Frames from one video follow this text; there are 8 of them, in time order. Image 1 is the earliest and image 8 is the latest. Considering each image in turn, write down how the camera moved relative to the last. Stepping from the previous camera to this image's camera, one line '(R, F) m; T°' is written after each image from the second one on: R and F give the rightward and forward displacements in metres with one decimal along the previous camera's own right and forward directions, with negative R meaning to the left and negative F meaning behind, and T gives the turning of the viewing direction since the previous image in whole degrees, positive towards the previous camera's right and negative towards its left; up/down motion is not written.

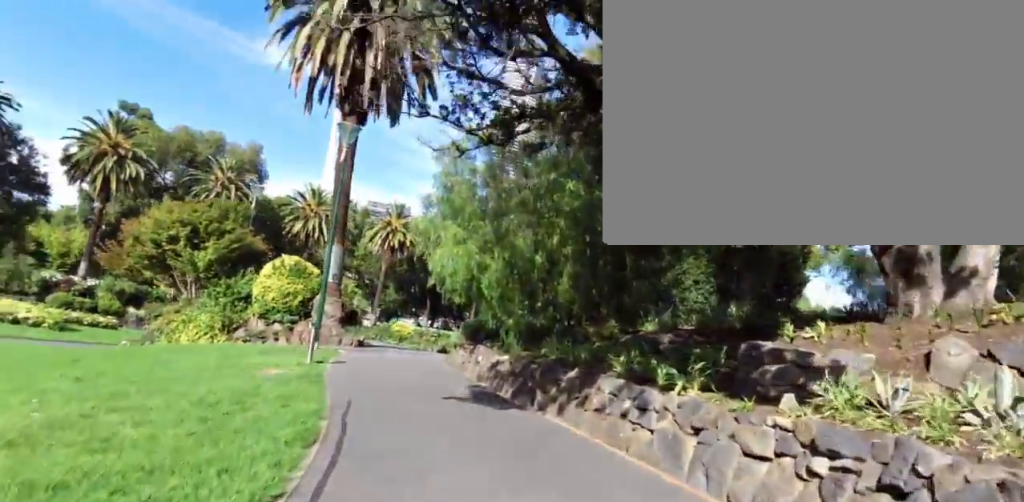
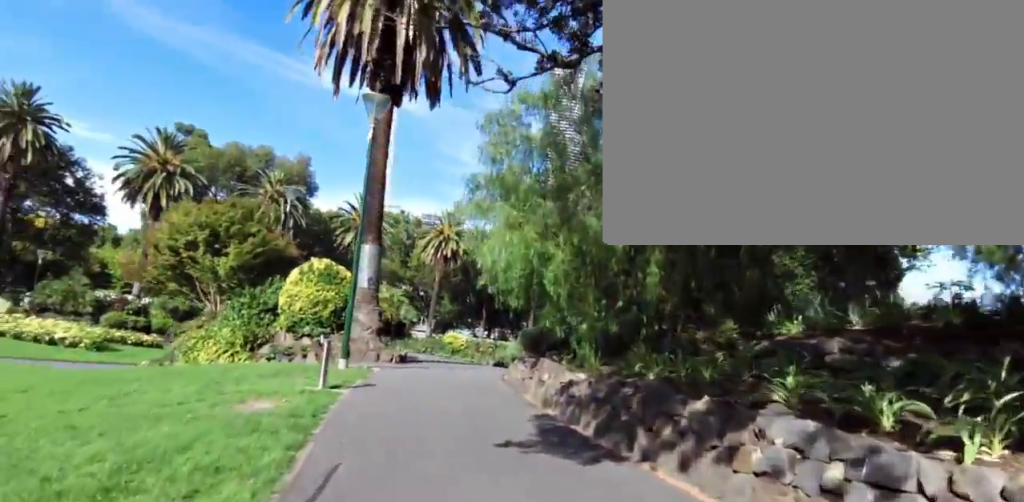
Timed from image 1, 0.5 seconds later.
(-0.2, +3.7) m; -6°
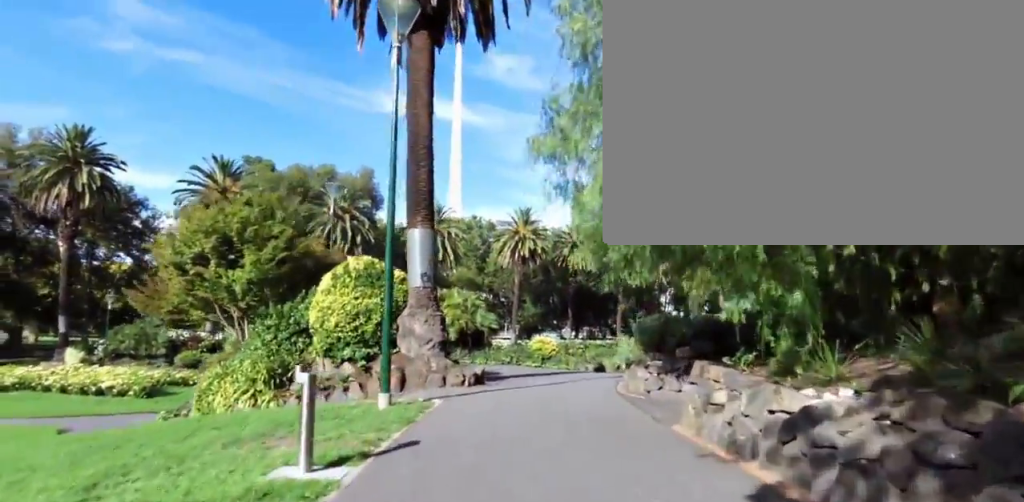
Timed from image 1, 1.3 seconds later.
(-0.4, +5.0) m; -4°
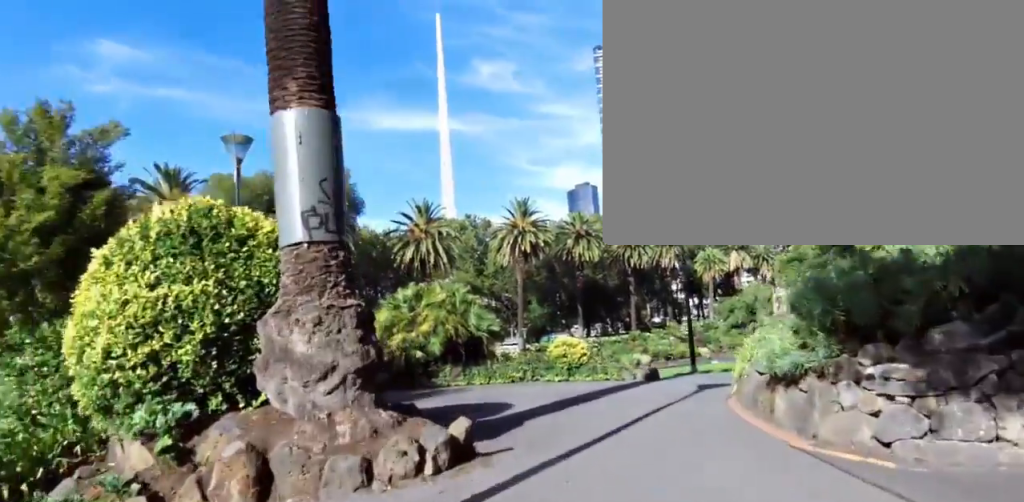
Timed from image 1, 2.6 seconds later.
(0.0, +7.1) m; +3°
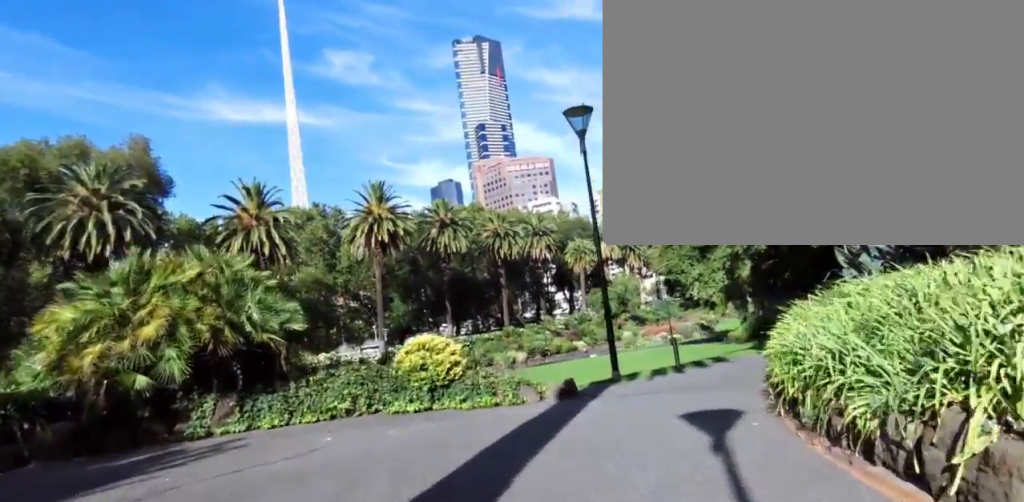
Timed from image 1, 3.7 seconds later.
(+0.8, +6.6) m; +19°
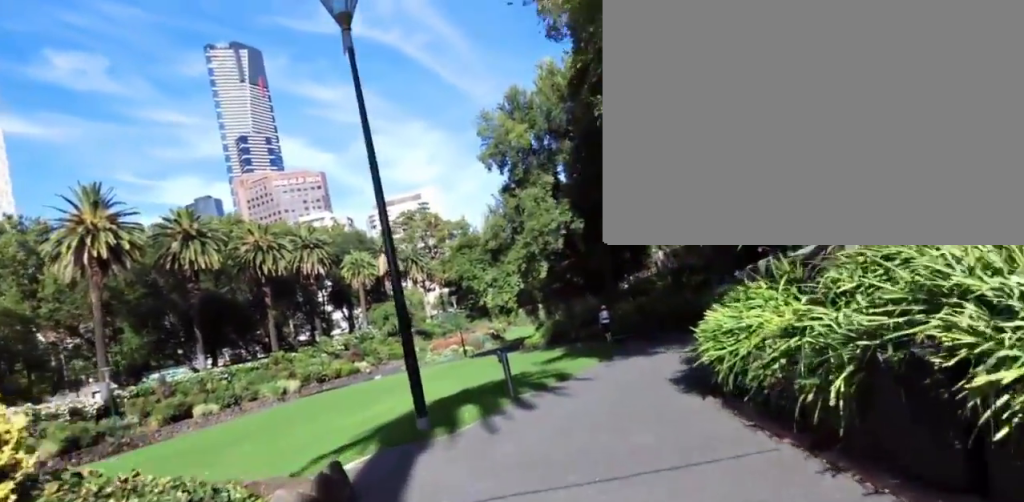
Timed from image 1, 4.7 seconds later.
(+1.0, +6.0) m; +11°
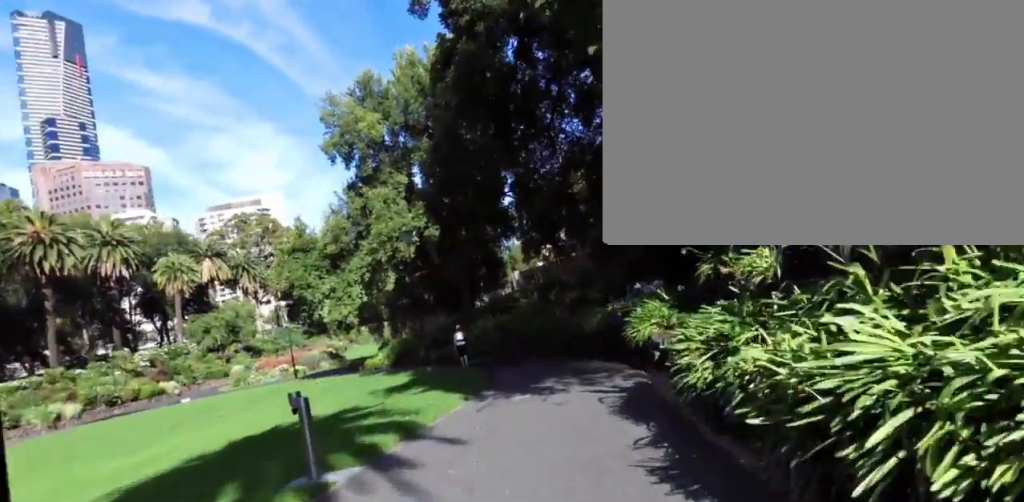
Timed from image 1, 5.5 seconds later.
(0.0, +4.6) m; +6°
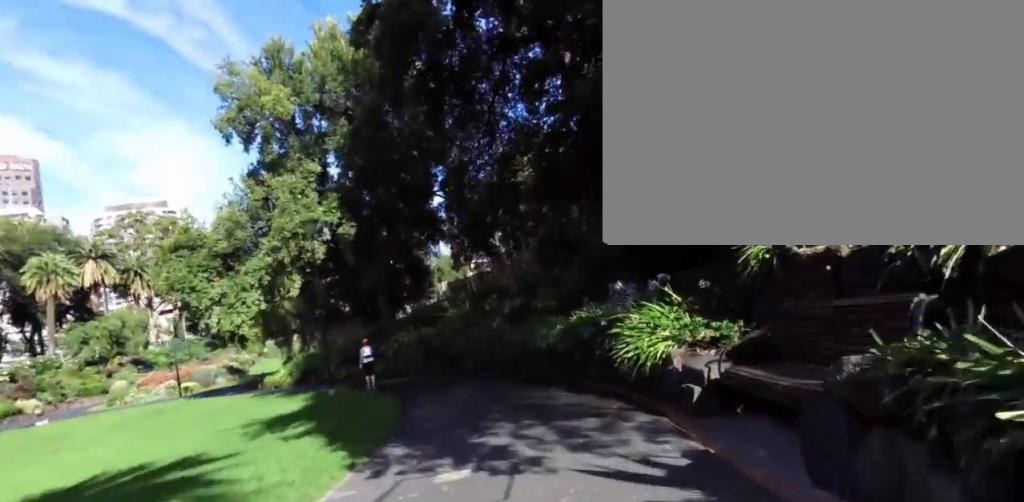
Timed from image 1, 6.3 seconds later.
(-0.1, +4.0) m; +21°
